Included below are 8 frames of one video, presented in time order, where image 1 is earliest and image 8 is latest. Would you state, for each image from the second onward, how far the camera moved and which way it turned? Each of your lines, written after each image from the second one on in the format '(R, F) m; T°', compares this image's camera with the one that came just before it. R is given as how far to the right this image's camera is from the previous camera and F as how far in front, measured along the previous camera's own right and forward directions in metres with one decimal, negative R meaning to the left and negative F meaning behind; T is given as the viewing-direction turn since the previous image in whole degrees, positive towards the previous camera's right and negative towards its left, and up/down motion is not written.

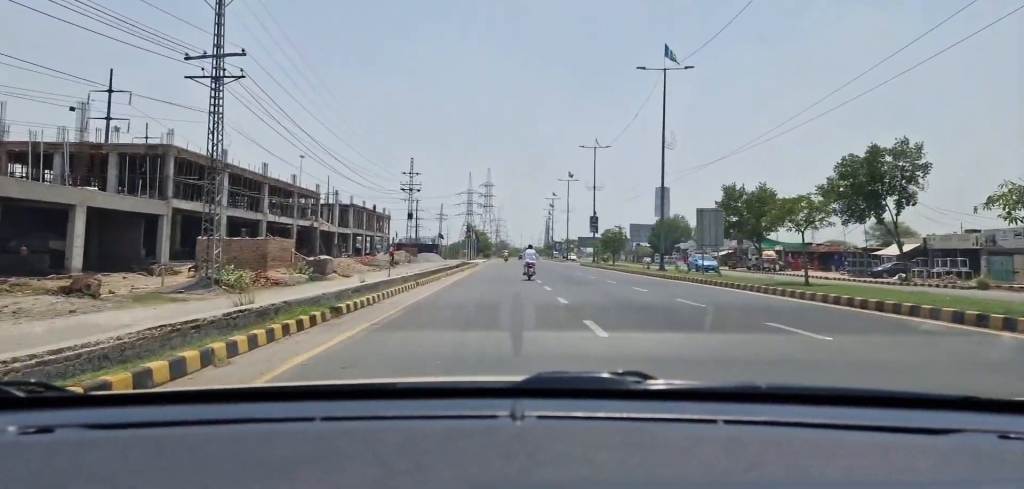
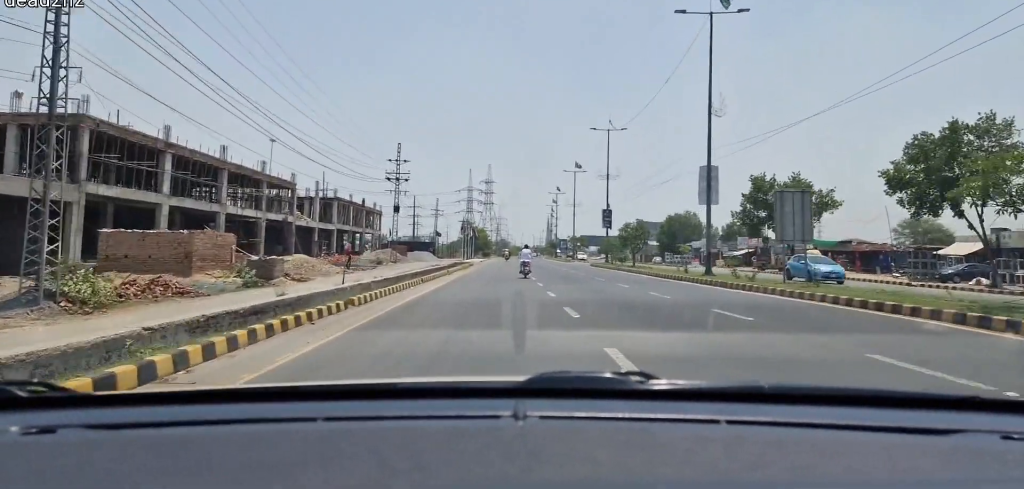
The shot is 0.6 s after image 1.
(+0.1, +9.6) m; 0°
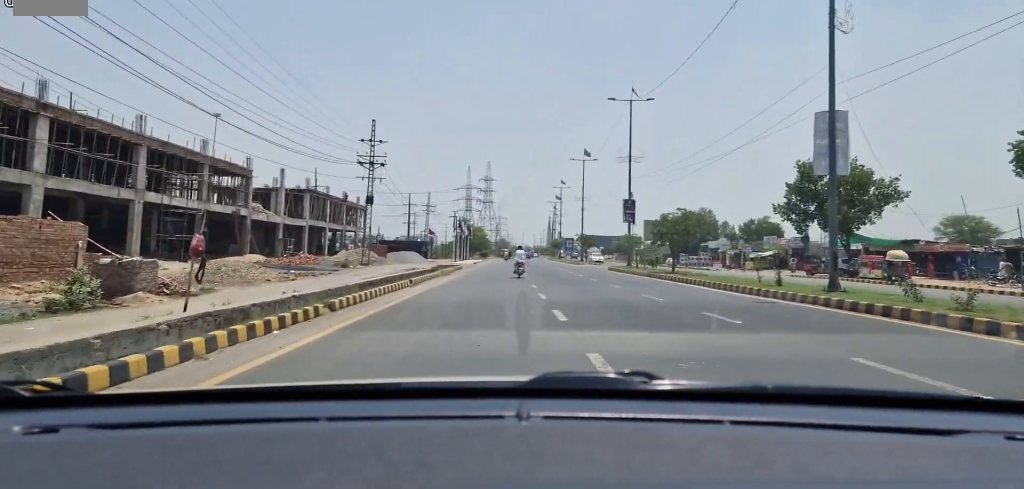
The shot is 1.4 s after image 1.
(-0.1, +12.7) m; +1°
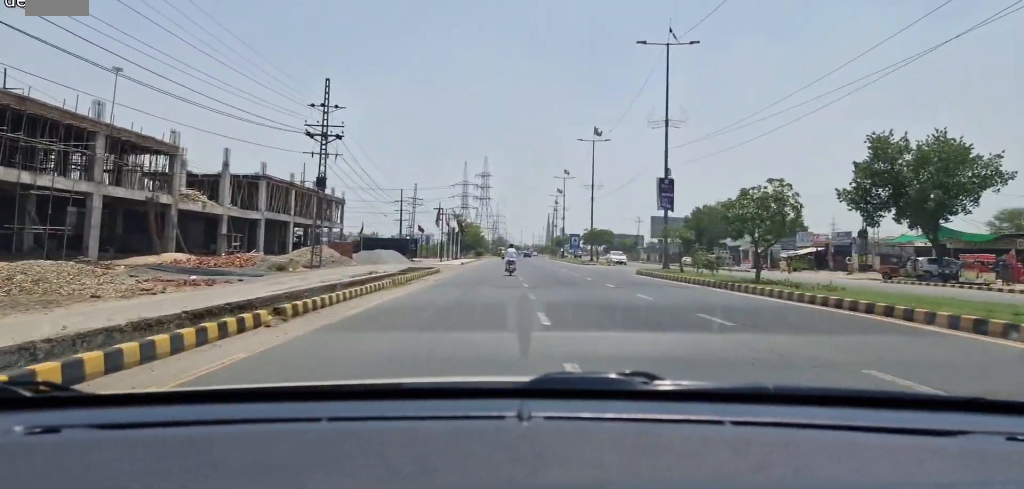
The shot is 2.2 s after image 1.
(+0.1, +13.3) m; +1°
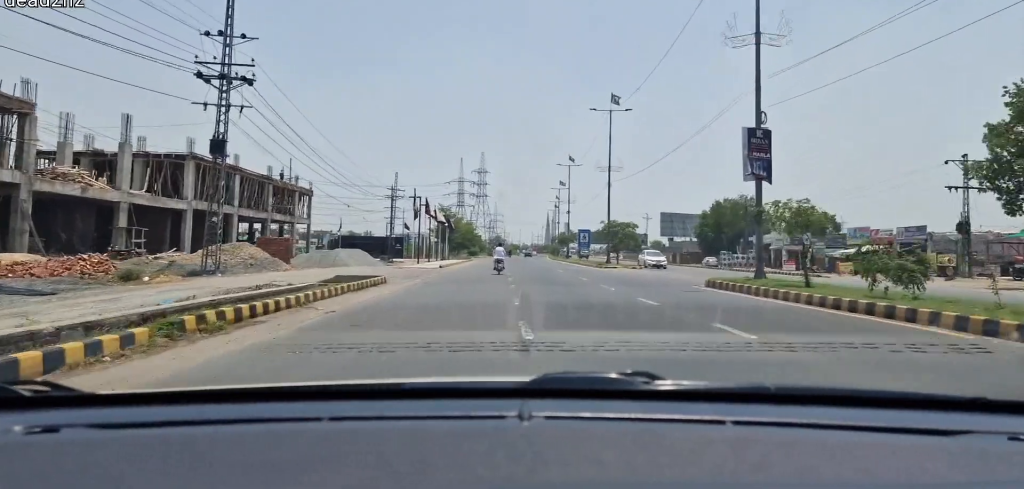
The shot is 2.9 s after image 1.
(+0.4, +14.7) m; 0°
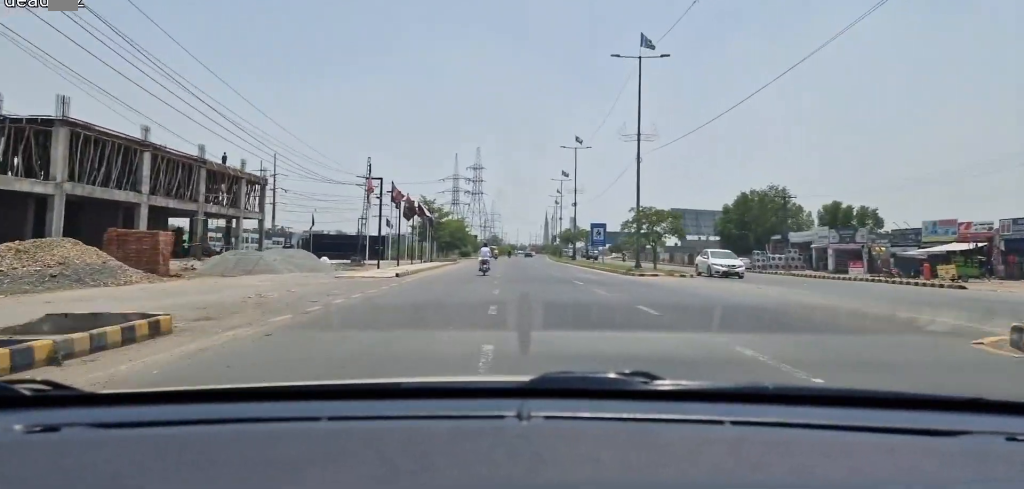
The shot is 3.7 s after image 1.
(-0.5, +14.6) m; 0°
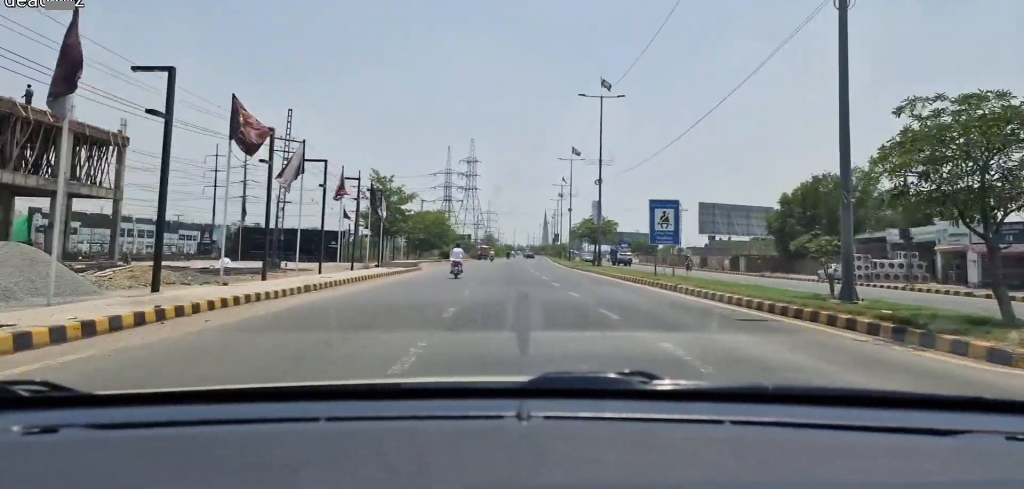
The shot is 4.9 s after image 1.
(+0.5, +25.3) m; +1°
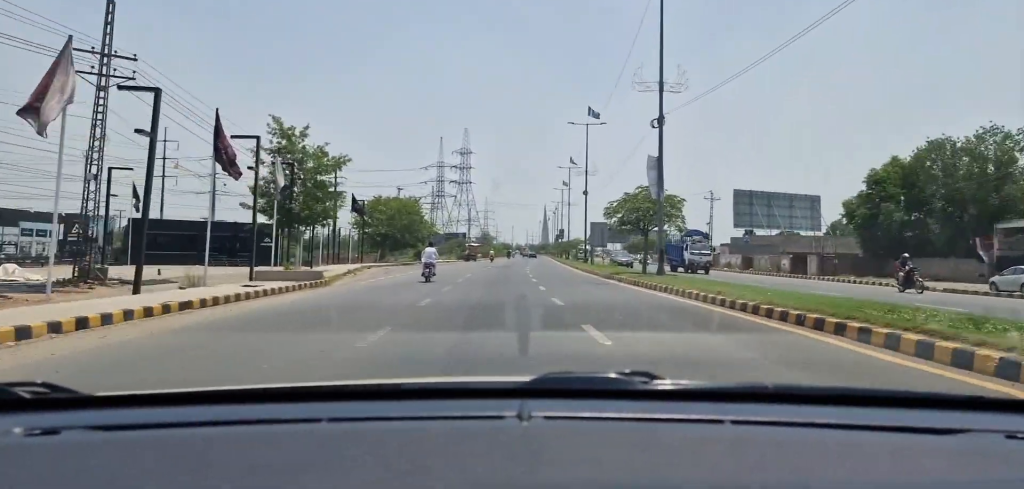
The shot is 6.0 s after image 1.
(-0.3, +22.4) m; +1°
